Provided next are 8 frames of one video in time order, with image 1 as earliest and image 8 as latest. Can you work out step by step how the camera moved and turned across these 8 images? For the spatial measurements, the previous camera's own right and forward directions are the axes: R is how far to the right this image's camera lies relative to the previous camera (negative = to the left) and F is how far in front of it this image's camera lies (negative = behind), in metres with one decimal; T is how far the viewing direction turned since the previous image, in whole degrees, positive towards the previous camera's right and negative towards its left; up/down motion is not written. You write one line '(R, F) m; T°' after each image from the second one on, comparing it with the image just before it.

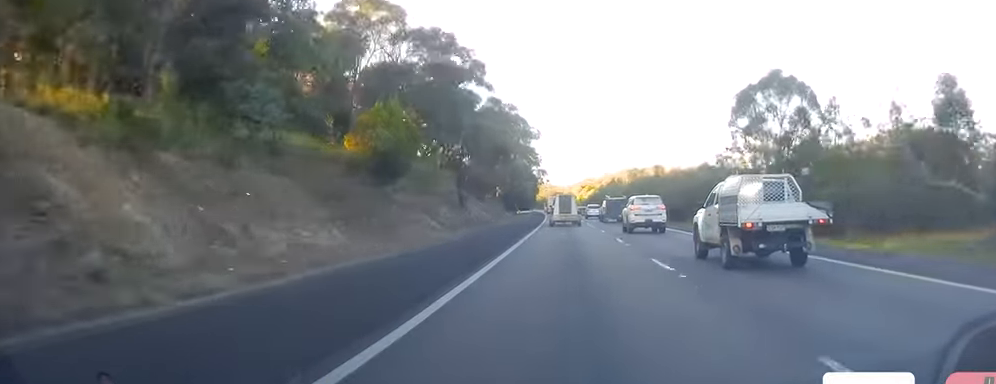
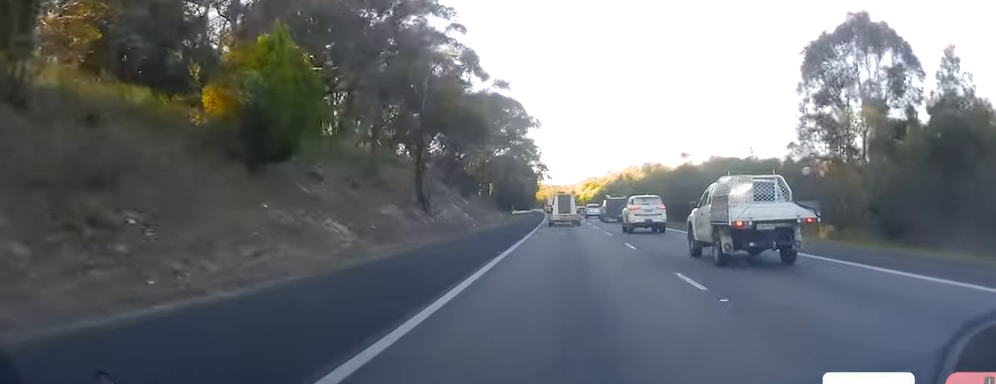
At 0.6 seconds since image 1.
(0.0, +15.8) m; 0°
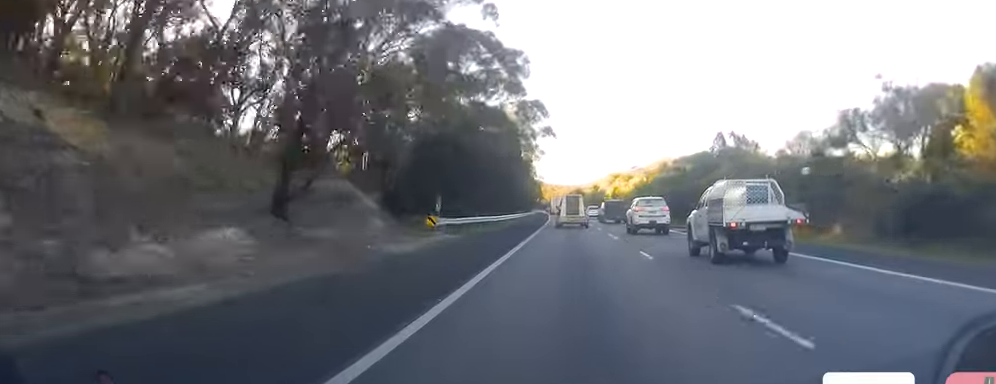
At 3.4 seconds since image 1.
(0.0, +77.1) m; -1°
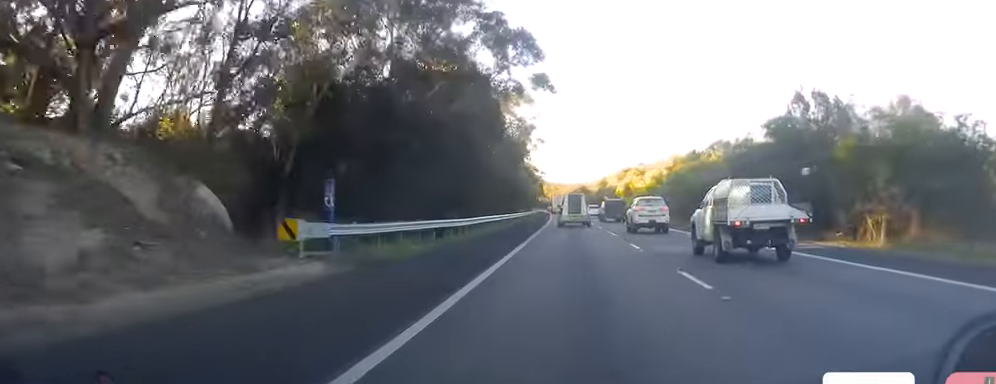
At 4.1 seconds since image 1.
(-0.4, +19.1) m; 0°
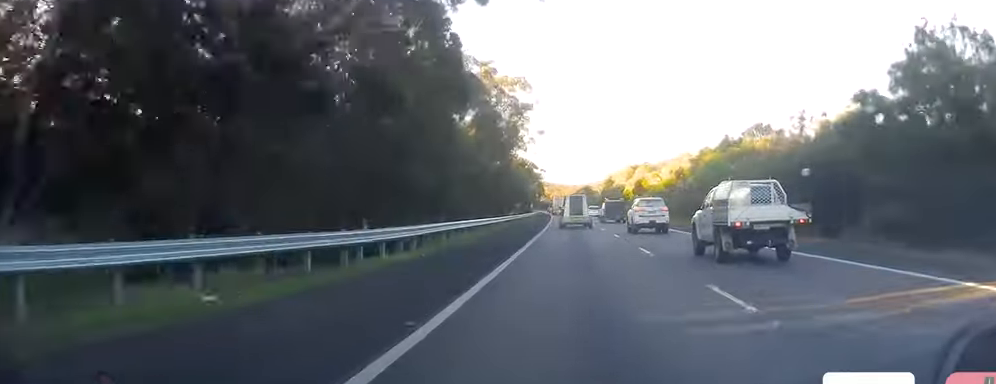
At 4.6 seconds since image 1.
(+0.3, +14.4) m; 0°
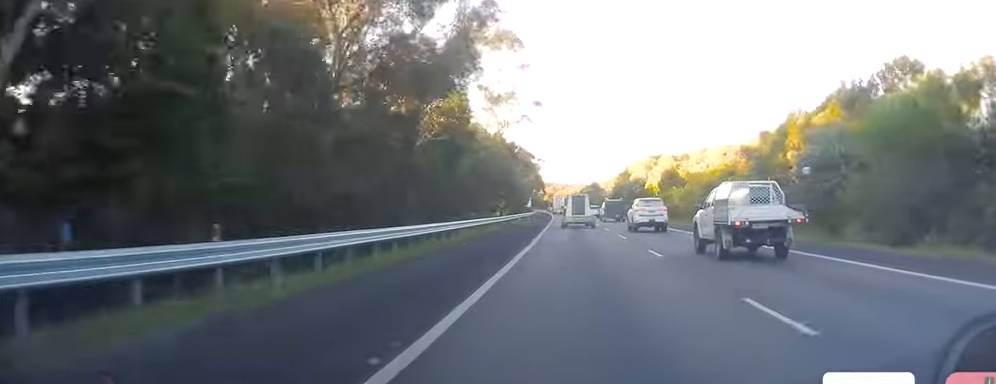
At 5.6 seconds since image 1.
(-0.3, +26.0) m; -1°
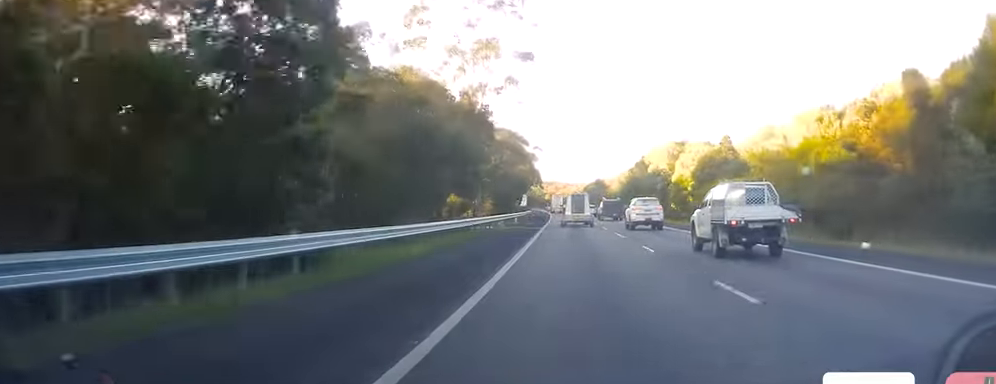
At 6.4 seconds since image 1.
(-0.2, +21.5) m; 0°
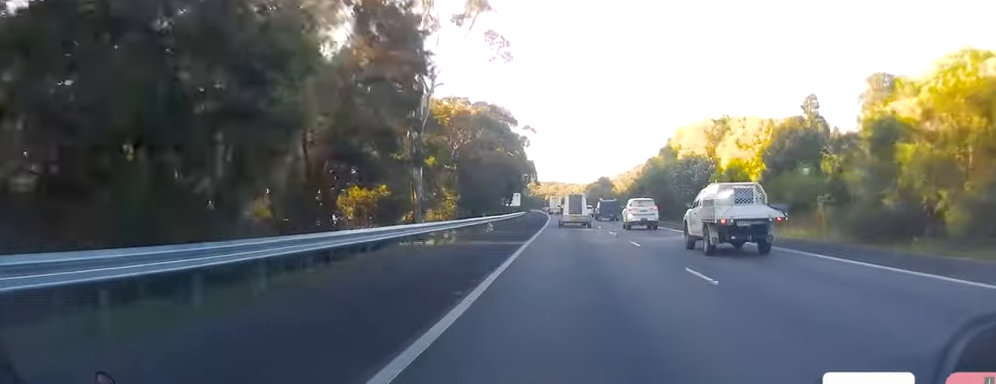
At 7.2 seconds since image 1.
(0.0, +21.5) m; 0°
